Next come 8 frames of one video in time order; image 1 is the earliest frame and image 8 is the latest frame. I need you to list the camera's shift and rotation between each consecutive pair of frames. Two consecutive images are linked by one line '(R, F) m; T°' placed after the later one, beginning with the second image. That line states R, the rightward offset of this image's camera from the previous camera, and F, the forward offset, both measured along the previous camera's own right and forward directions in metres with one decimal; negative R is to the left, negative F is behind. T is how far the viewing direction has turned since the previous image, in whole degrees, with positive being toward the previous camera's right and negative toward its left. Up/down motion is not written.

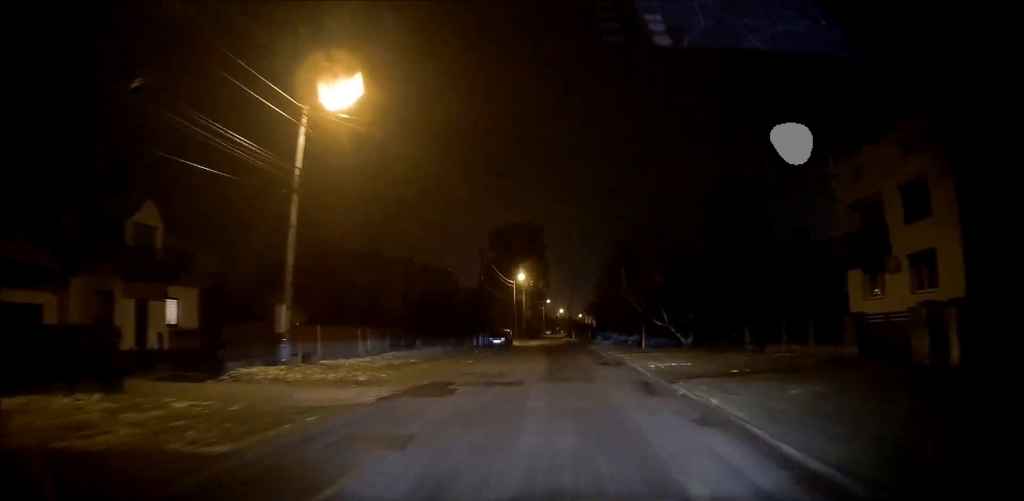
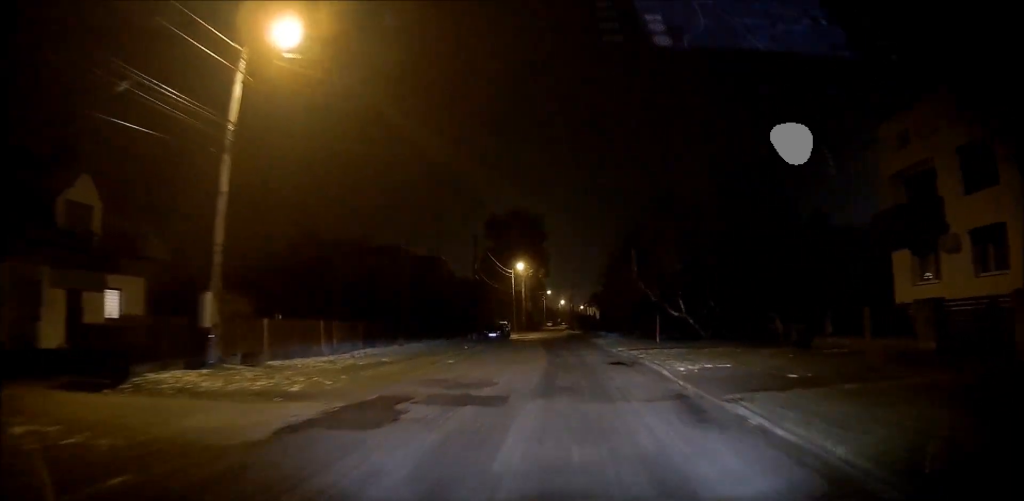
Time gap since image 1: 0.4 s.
(0.0, +4.3) m; +1°
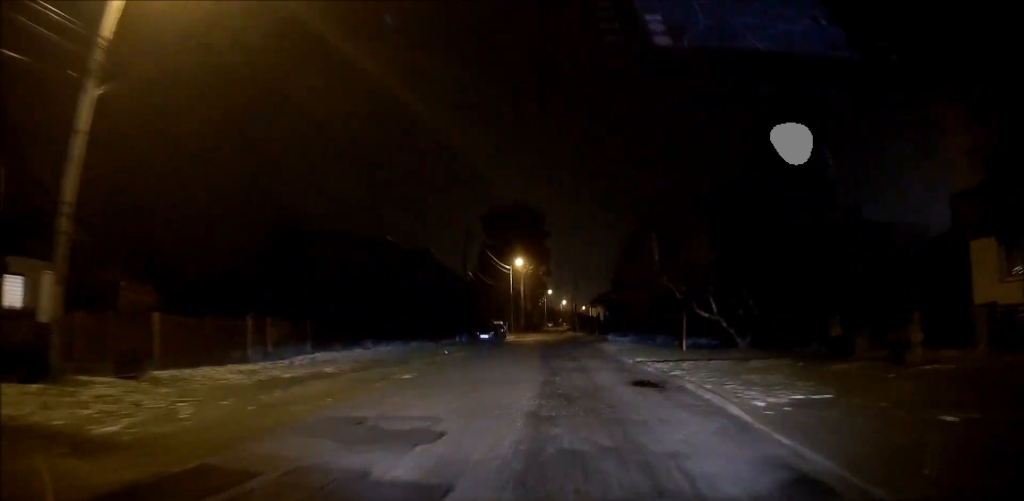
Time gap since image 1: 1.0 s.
(-0.1, +5.6) m; +1°
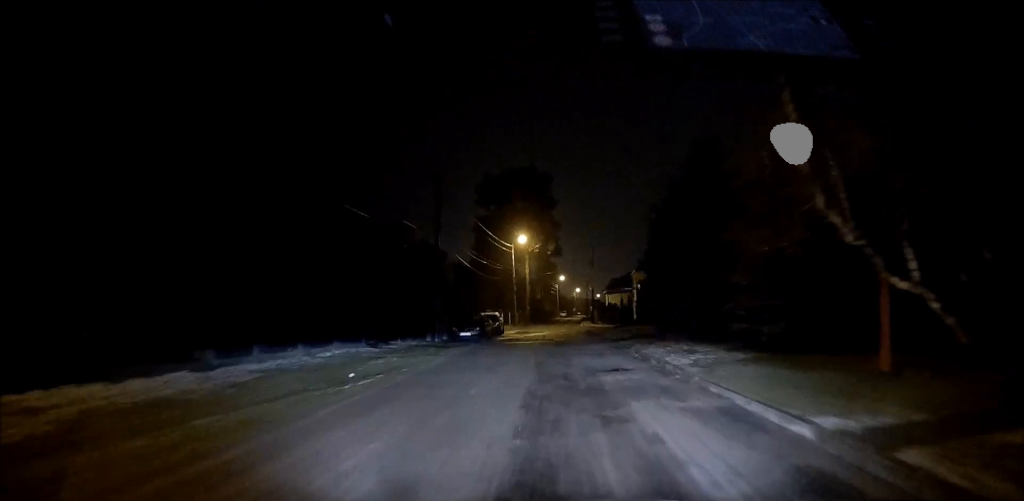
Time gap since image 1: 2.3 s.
(+0.3, +13.2) m; 0°
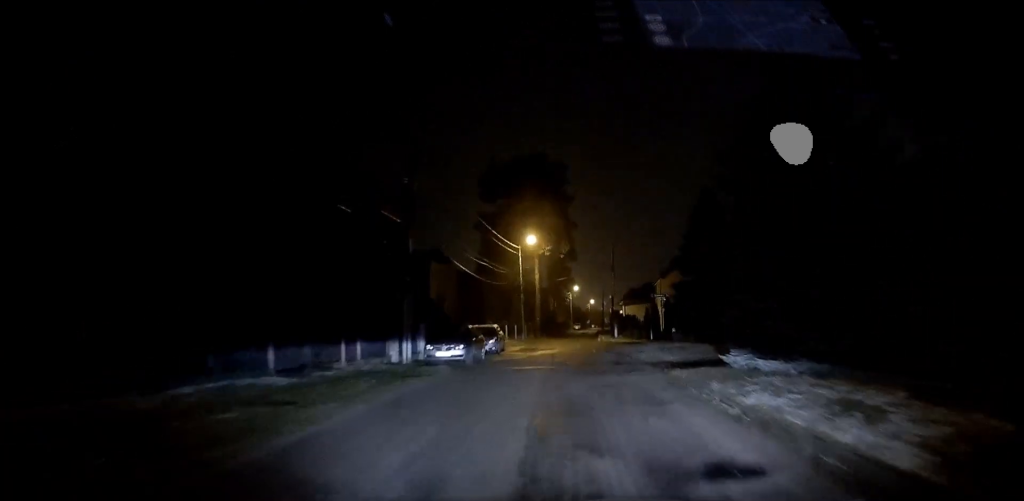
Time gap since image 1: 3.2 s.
(-0.3, +8.8) m; -2°
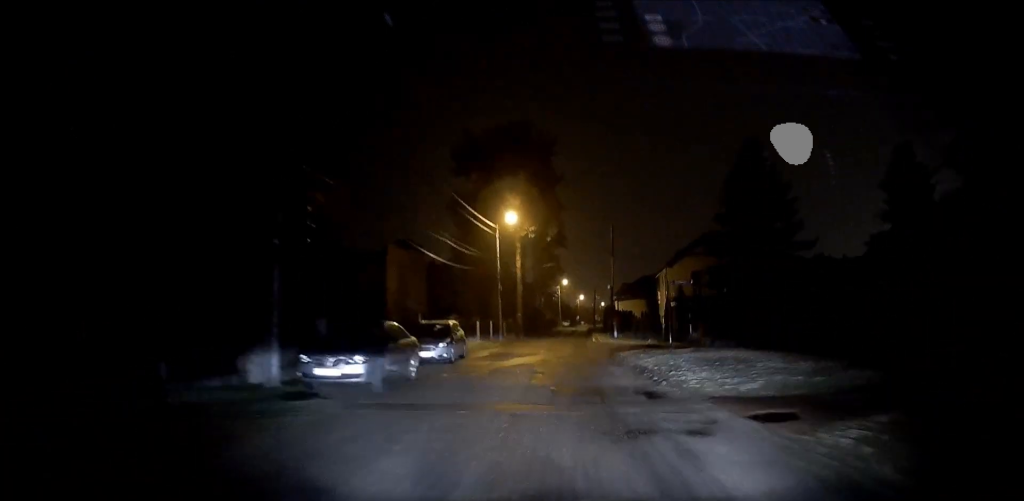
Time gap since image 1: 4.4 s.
(0.0, +10.6) m; 0°
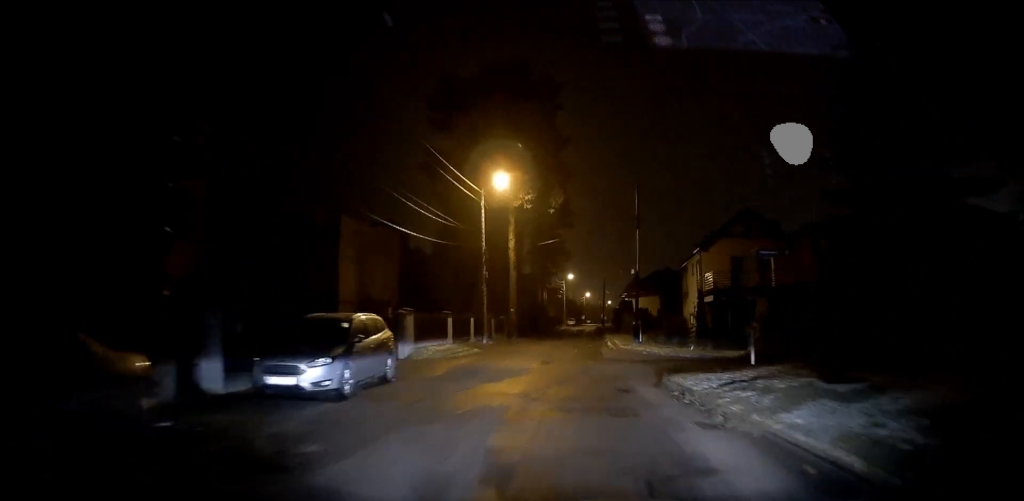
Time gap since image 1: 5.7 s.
(+0.1, +11.9) m; +1°
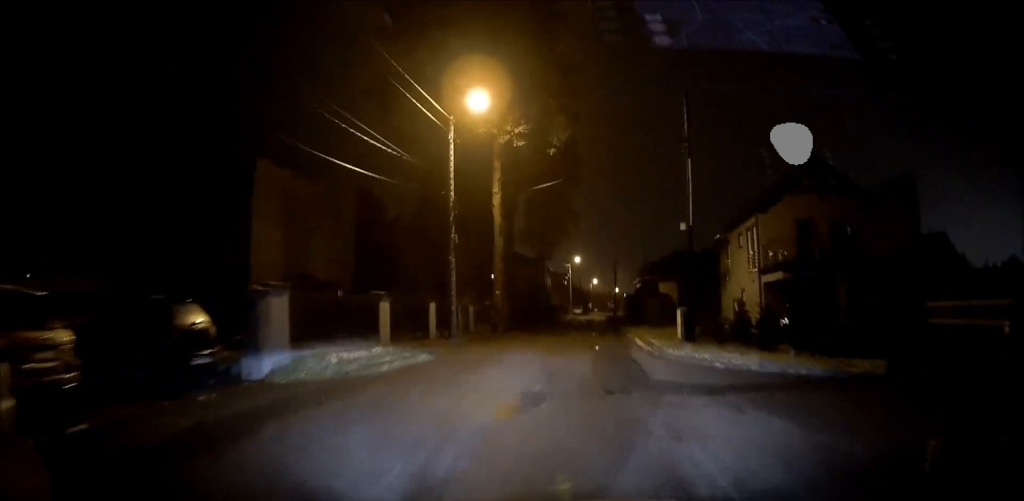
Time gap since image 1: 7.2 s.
(0.0, +11.7) m; 0°
